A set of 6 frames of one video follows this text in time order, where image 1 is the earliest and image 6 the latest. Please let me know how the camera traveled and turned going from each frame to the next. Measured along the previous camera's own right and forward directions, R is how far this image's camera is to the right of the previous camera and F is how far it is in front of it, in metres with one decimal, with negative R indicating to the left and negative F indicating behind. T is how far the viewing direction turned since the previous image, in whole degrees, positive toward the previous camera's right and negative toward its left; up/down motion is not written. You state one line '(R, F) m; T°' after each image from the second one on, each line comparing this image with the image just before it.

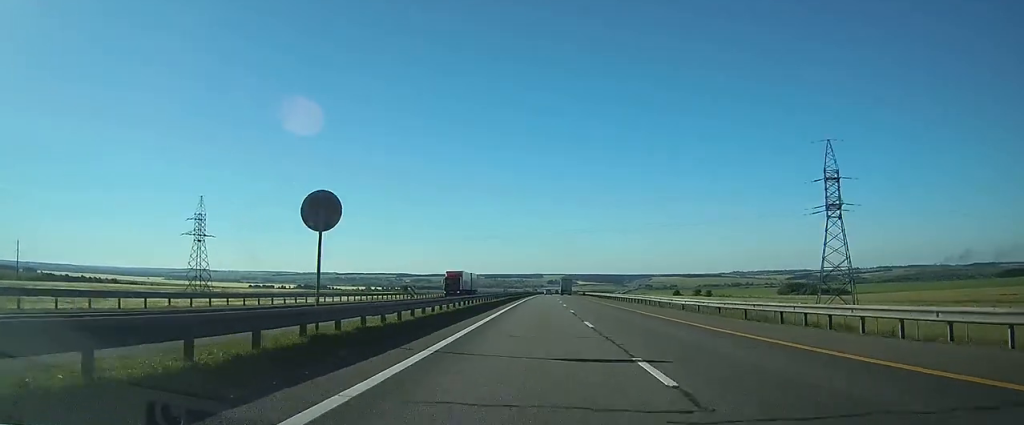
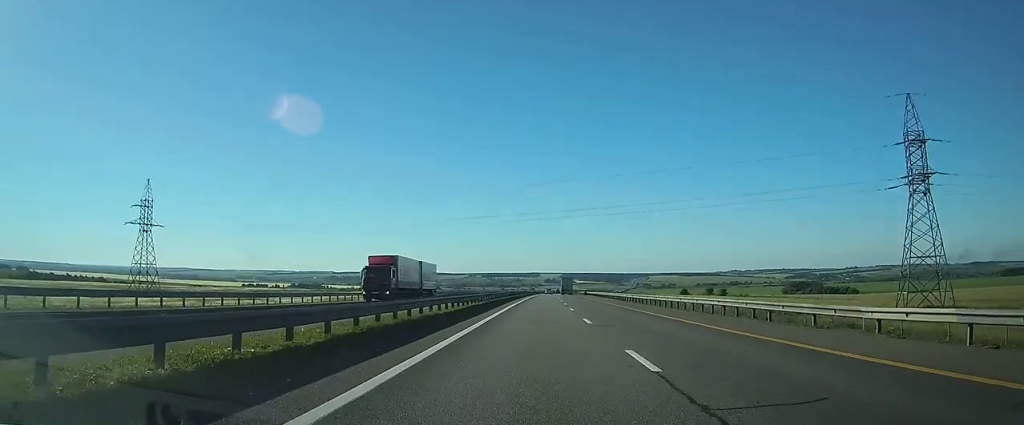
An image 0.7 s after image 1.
(0.0, +22.6) m; 0°
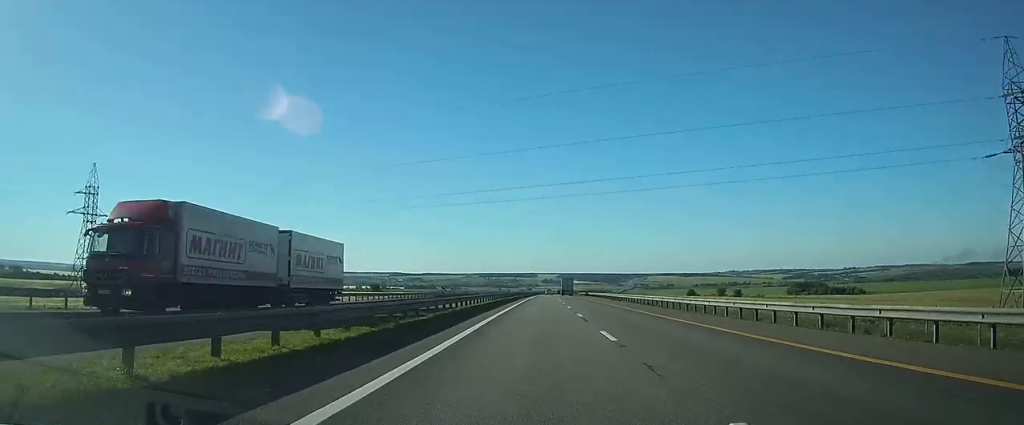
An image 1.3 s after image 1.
(+0.1, +18.6) m; 0°
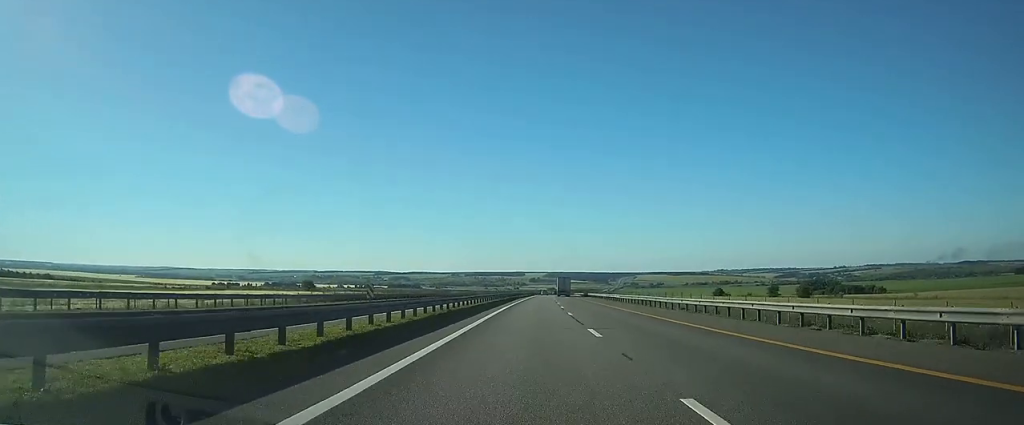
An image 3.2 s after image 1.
(+0.3, +58.9) m; +1°
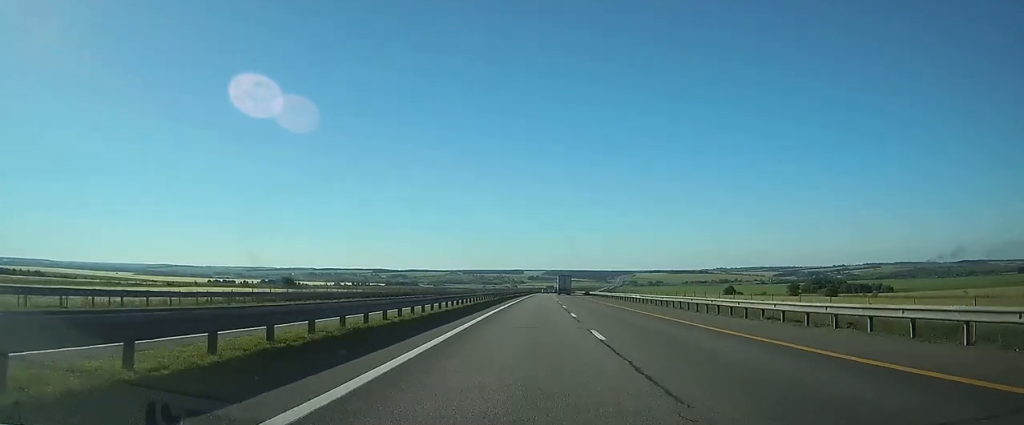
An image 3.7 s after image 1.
(0.0, +14.5) m; 0°
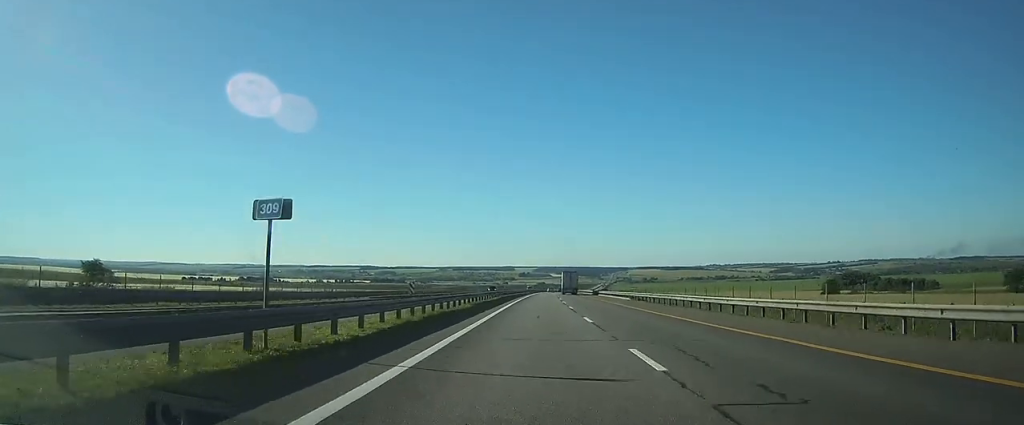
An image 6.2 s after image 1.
(+0.9, +77.6) m; +1°
